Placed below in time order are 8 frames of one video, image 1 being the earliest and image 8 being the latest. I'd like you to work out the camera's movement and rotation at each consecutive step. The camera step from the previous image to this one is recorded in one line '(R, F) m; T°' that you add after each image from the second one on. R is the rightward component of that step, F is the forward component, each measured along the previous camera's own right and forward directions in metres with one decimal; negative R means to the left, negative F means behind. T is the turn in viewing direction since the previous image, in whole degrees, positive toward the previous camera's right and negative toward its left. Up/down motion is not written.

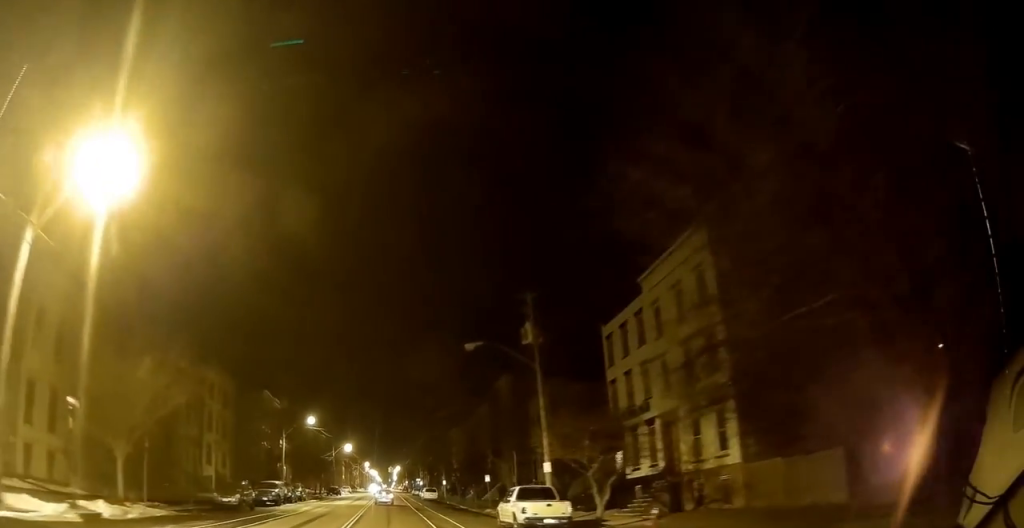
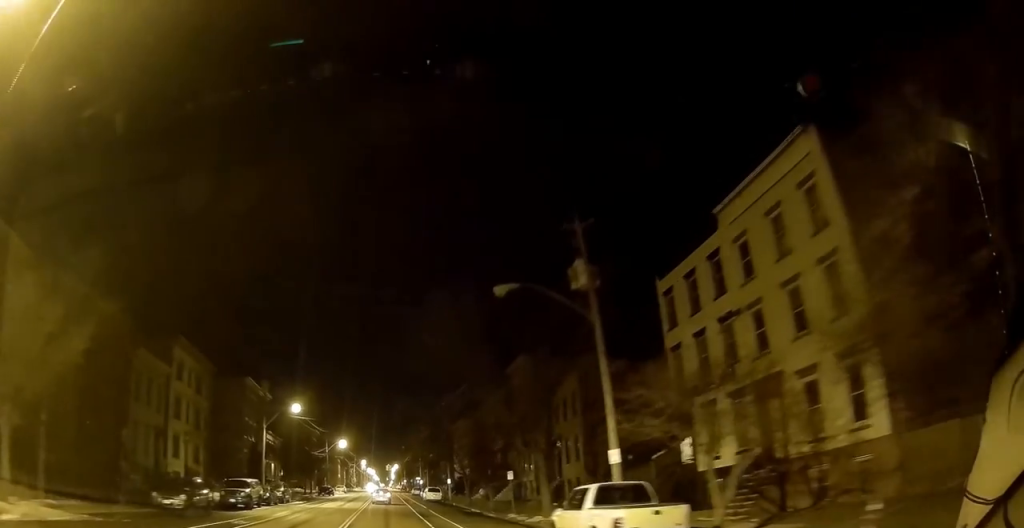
(0.0, +8.4) m; 0°
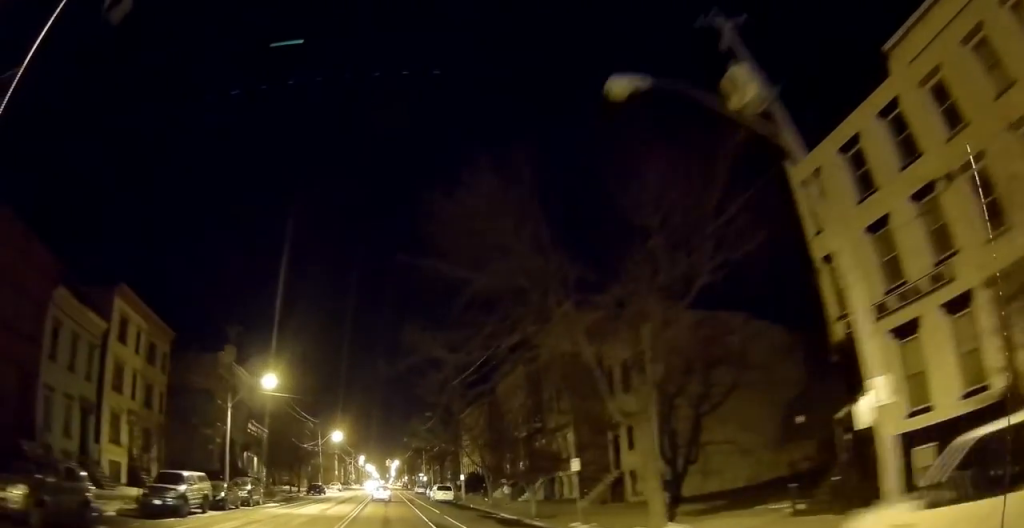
(-0.1, +11.9) m; +1°
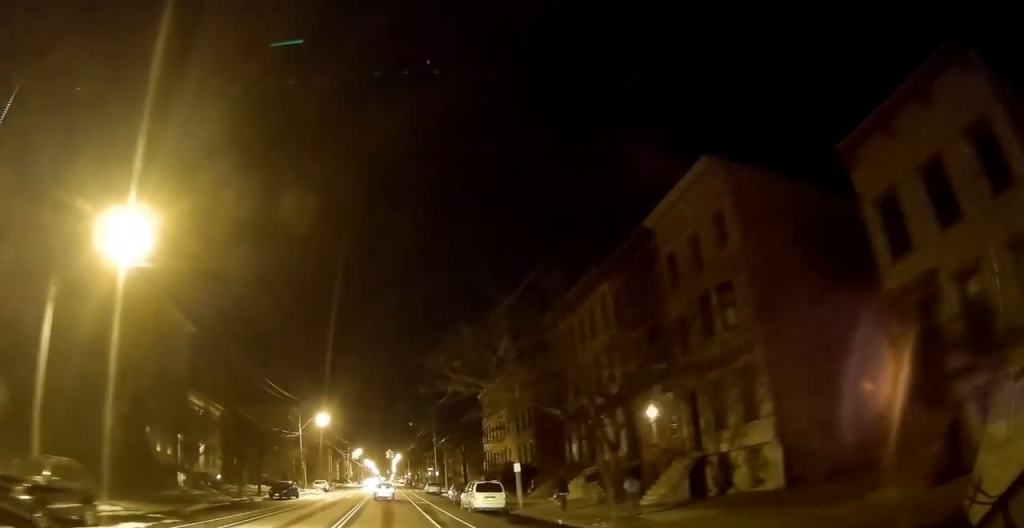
(+0.8, +23.0) m; +1°
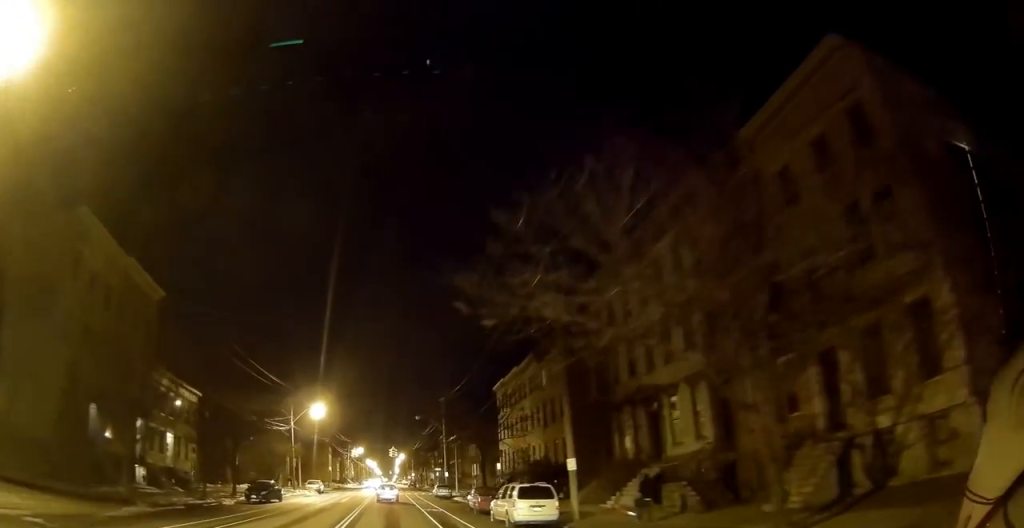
(-0.2, +9.4) m; -2°
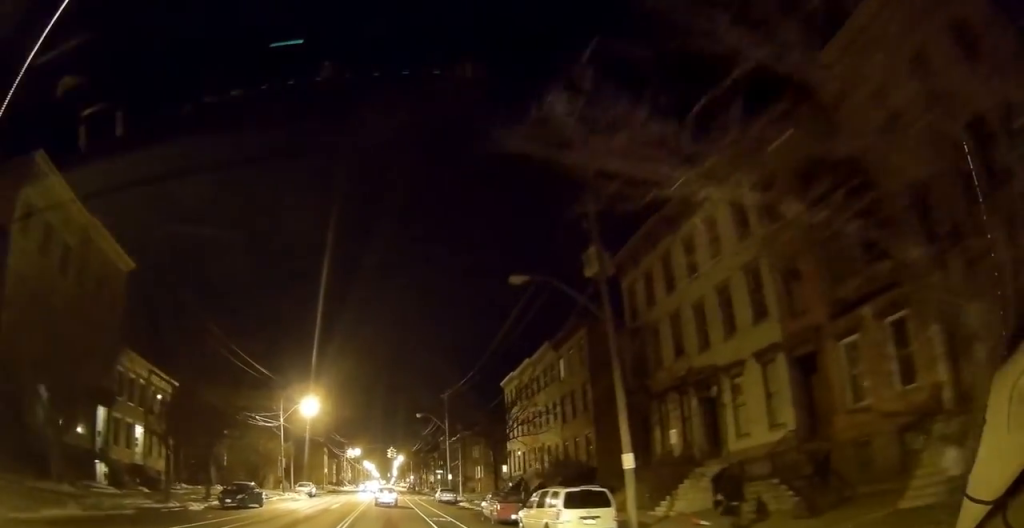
(-0.1, +6.2) m; 0°
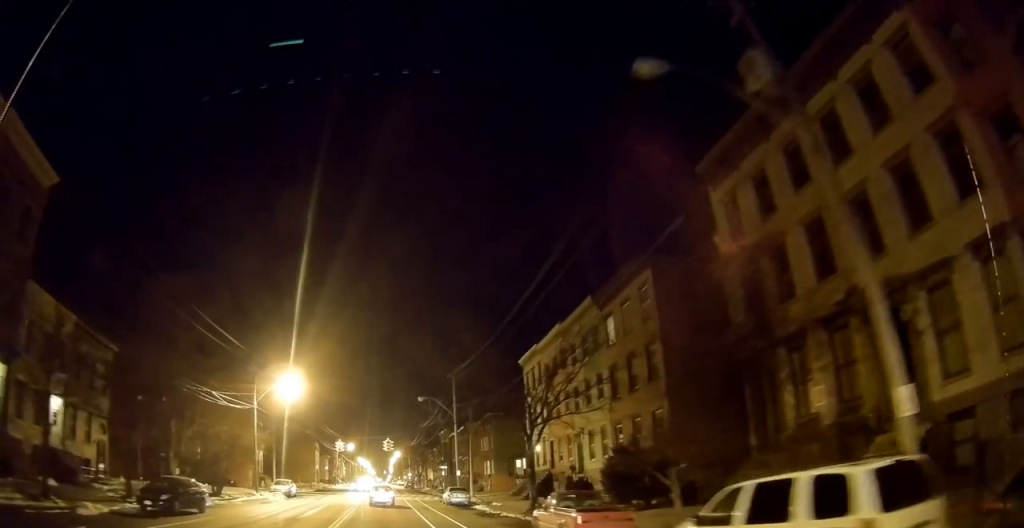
(0.0, +11.4) m; +3°
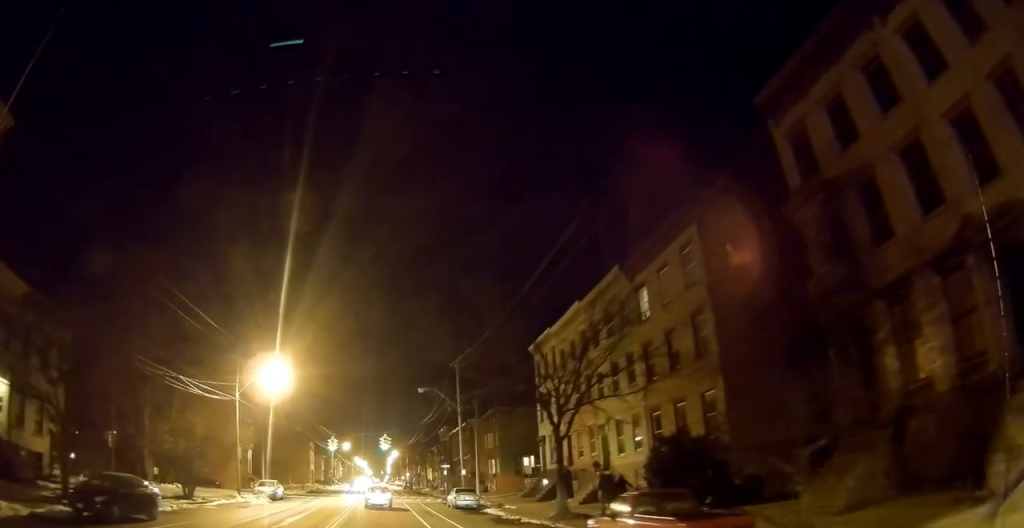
(+0.2, +5.5) m; +2°
